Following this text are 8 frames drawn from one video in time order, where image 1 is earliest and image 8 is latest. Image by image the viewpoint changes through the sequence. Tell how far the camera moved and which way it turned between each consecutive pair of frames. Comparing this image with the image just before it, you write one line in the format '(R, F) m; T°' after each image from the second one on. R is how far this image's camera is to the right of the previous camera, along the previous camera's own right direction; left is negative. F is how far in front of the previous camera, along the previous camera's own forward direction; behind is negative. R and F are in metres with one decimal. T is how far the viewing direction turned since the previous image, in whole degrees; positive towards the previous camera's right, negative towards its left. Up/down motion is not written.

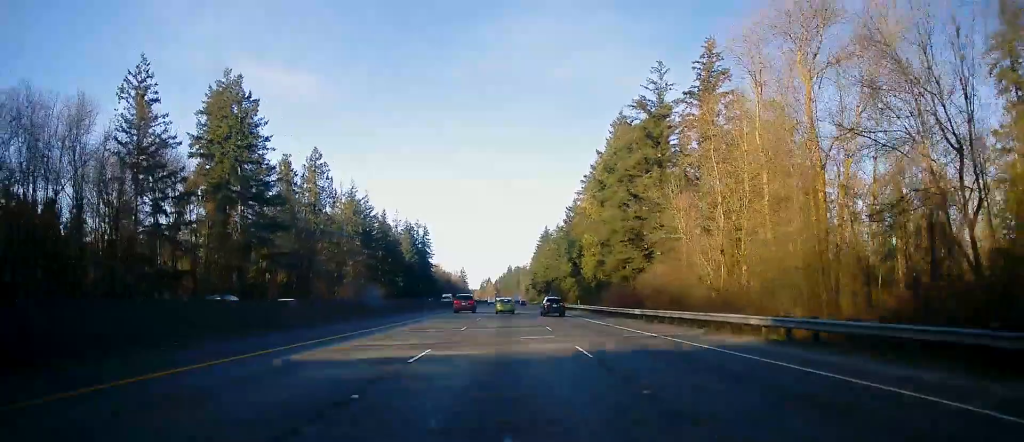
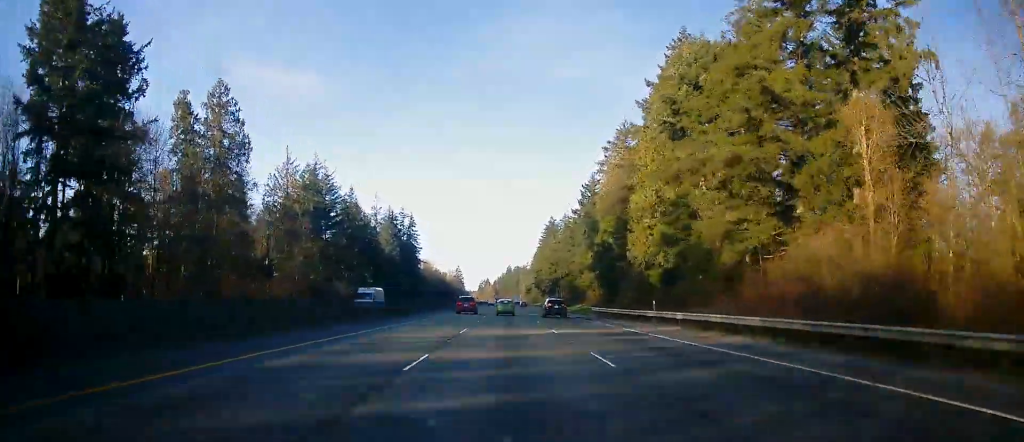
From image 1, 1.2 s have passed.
(0.0, +38.6) m; -1°
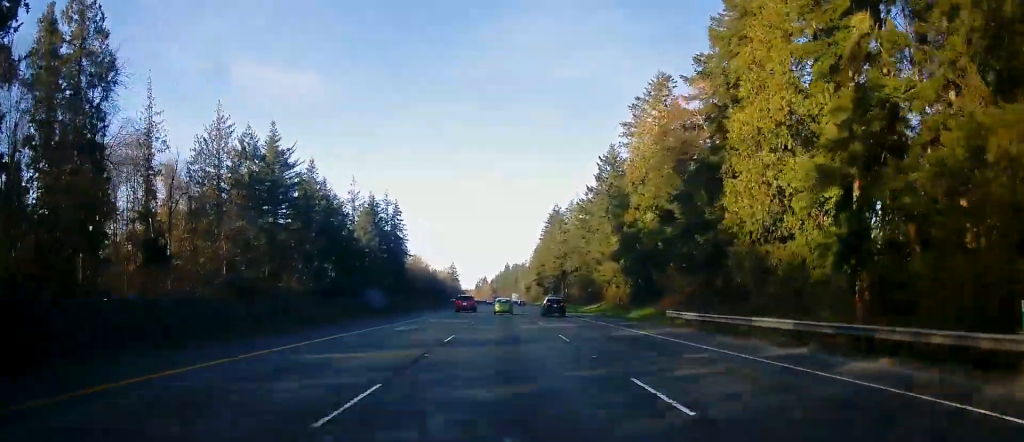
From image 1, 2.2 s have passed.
(-0.3, +29.0) m; 0°
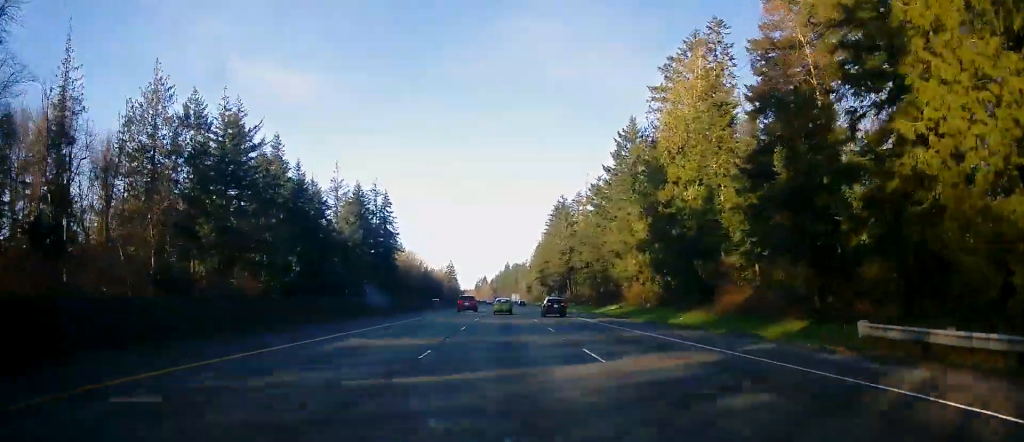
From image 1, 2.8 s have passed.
(+0.2, +18.6) m; 0°
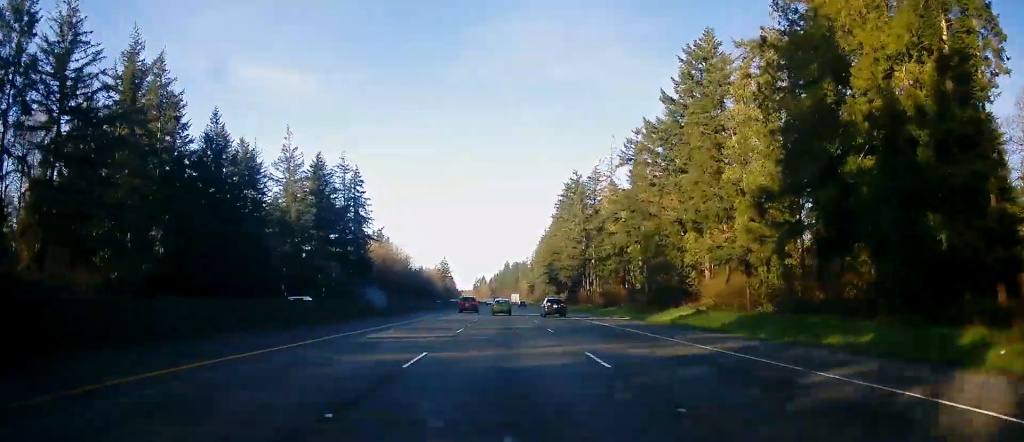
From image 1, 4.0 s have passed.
(0.0, +37.1) m; 0°
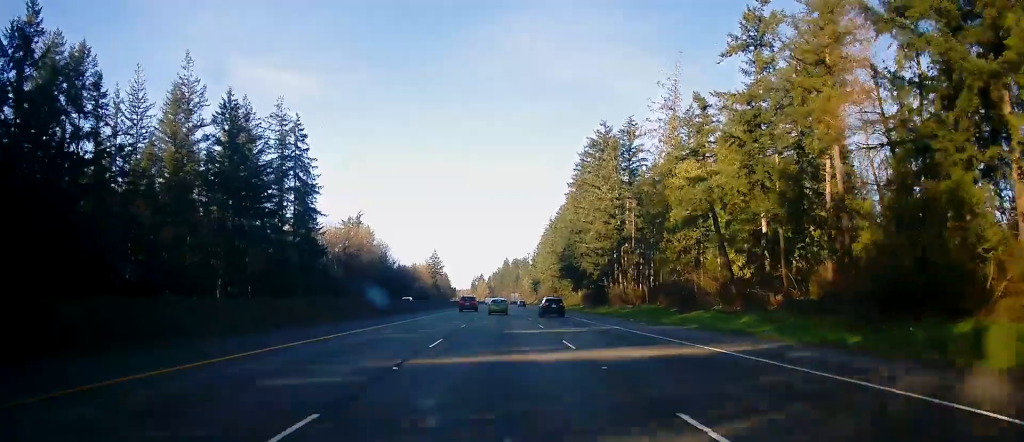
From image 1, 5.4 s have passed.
(0.0, +44.0) m; 0°
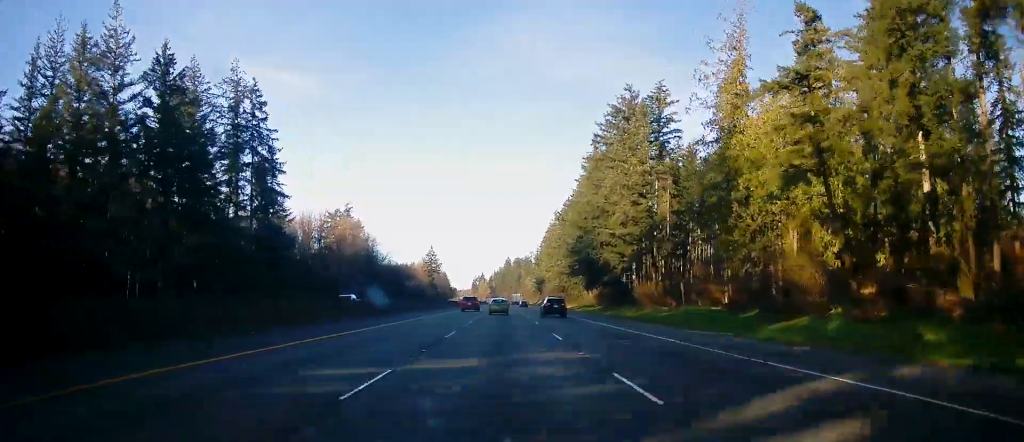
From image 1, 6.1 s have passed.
(-0.1, +20.2) m; 0°
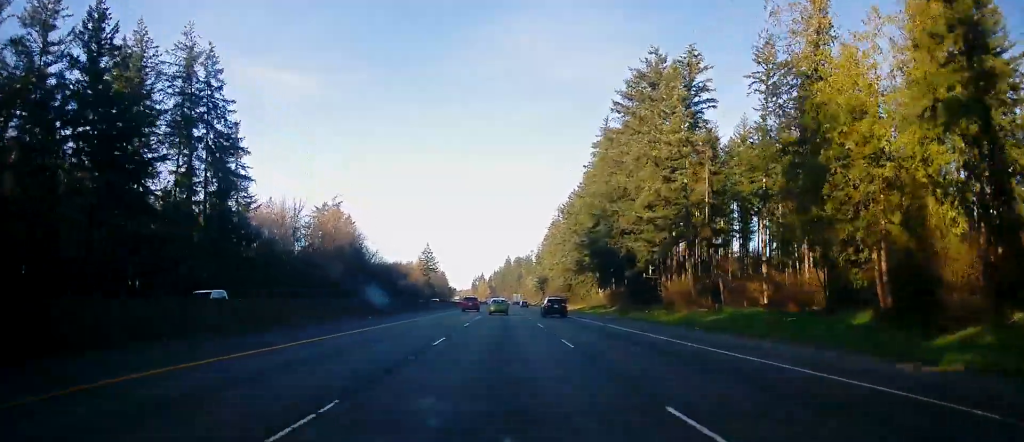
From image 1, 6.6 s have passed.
(0.0, +15.2) m; 0°
